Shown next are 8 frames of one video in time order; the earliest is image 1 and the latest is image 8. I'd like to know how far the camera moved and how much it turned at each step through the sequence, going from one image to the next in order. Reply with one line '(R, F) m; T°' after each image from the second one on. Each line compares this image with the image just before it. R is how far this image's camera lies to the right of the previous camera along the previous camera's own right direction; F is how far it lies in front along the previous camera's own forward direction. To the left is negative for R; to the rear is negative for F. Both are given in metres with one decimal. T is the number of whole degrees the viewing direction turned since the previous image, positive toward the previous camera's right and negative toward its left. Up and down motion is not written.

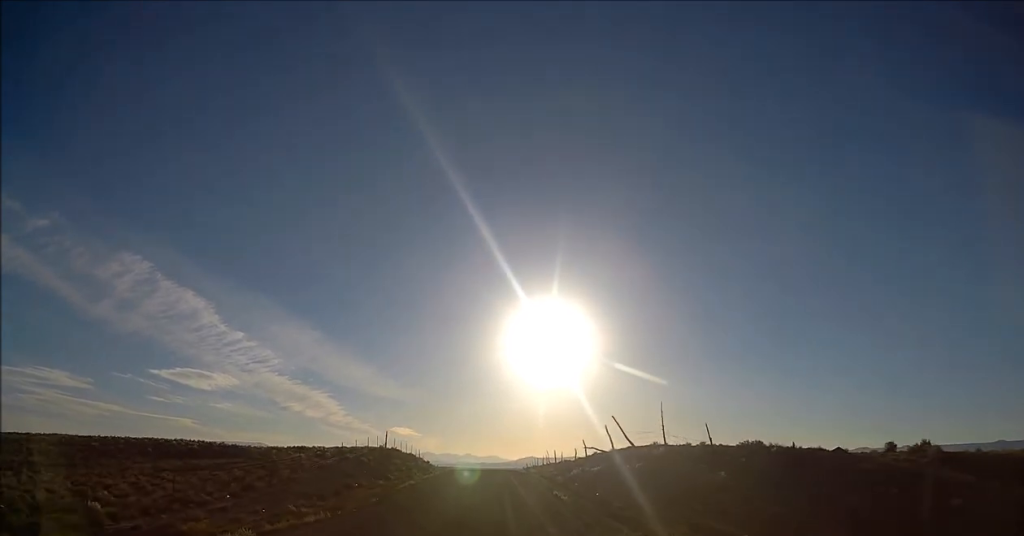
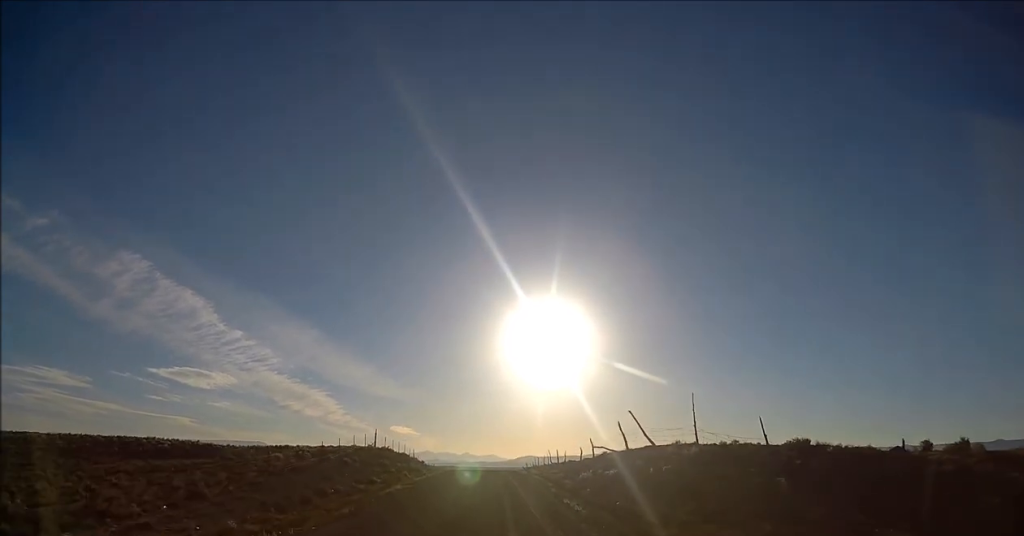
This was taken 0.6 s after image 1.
(0.0, +5.0) m; 0°
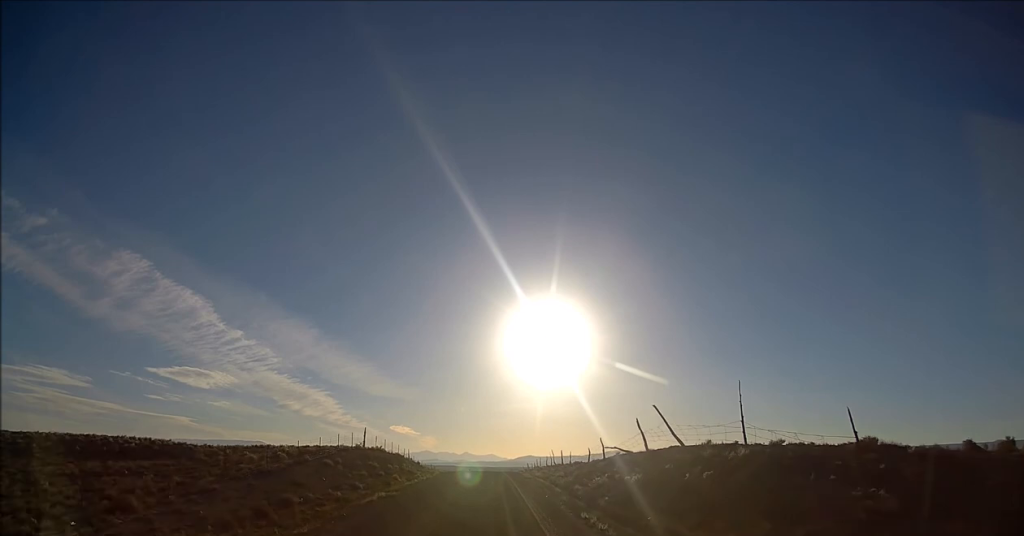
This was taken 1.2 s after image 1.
(0.0, +5.1) m; 0°
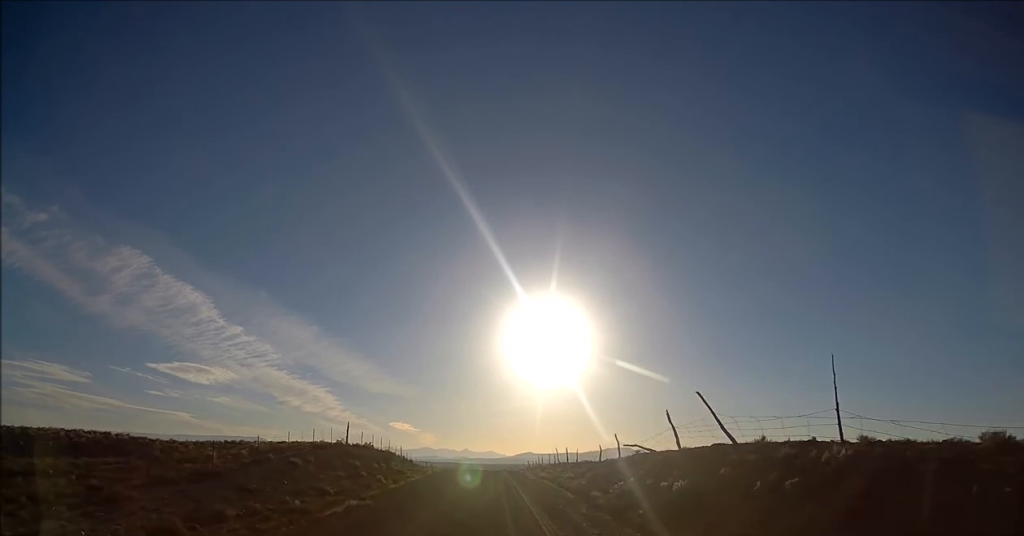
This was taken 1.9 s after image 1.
(0.0, +6.4) m; 0°
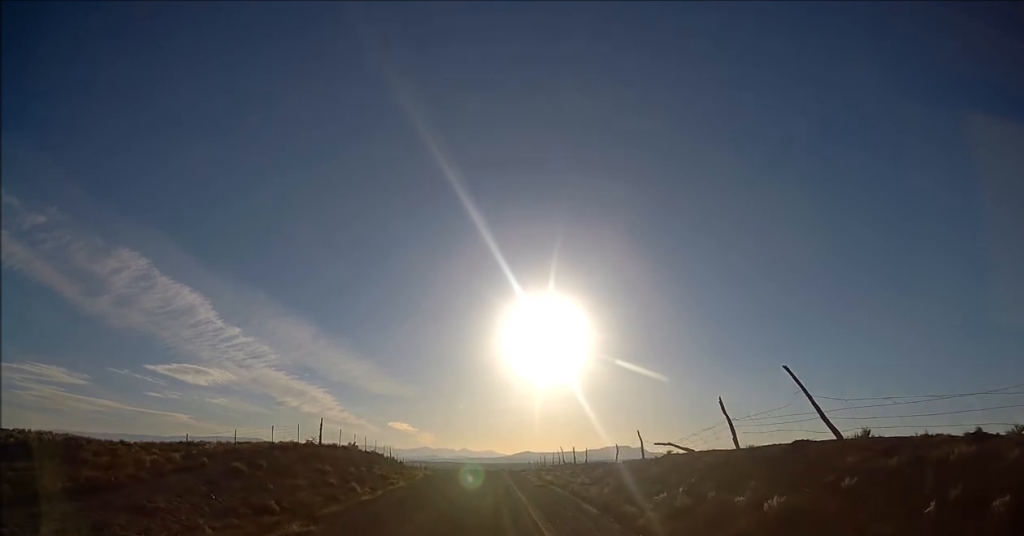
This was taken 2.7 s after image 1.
(0.0, +7.2) m; 0°
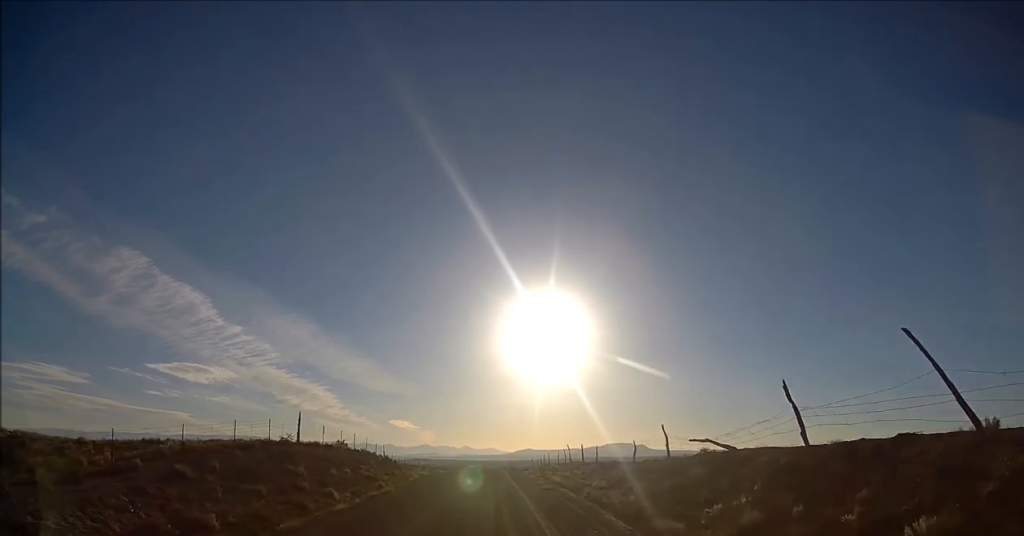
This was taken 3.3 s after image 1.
(0.0, +4.9) m; 0°
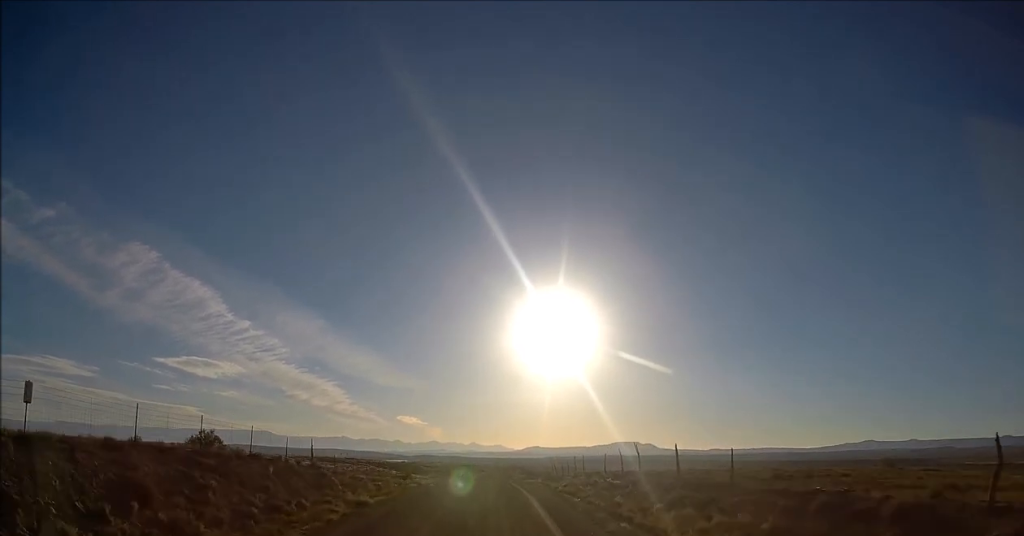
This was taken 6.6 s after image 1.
(0.0, +28.8) m; -1°
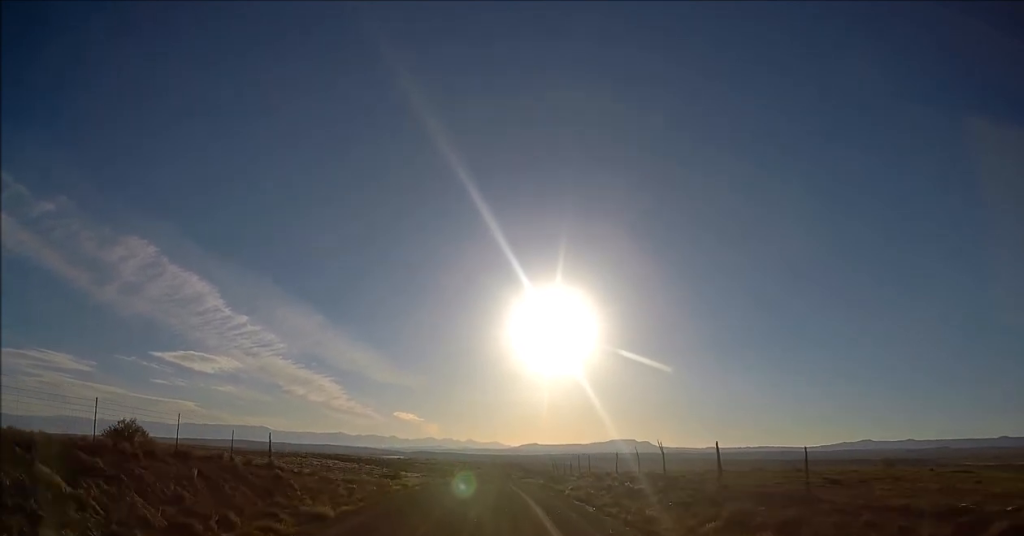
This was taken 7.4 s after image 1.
(0.0, +6.9) m; -1°
